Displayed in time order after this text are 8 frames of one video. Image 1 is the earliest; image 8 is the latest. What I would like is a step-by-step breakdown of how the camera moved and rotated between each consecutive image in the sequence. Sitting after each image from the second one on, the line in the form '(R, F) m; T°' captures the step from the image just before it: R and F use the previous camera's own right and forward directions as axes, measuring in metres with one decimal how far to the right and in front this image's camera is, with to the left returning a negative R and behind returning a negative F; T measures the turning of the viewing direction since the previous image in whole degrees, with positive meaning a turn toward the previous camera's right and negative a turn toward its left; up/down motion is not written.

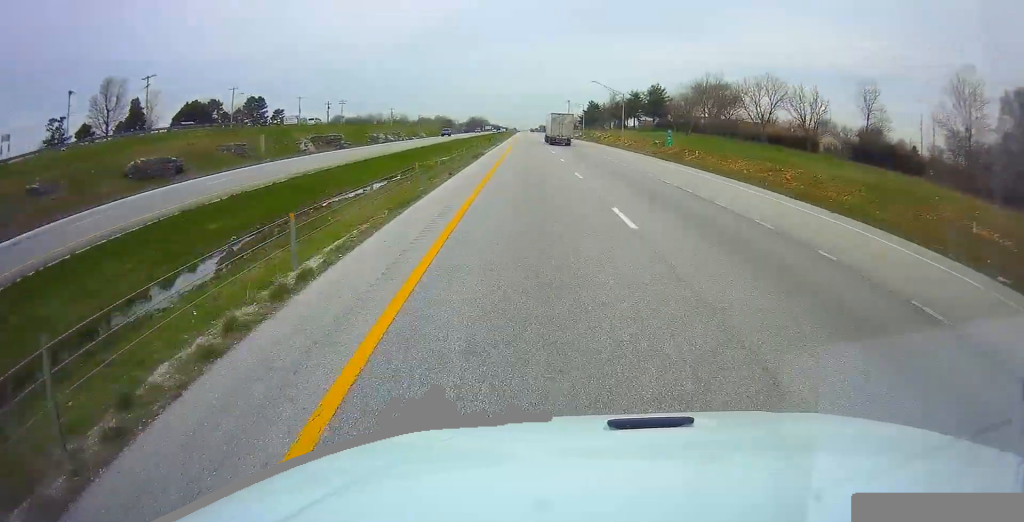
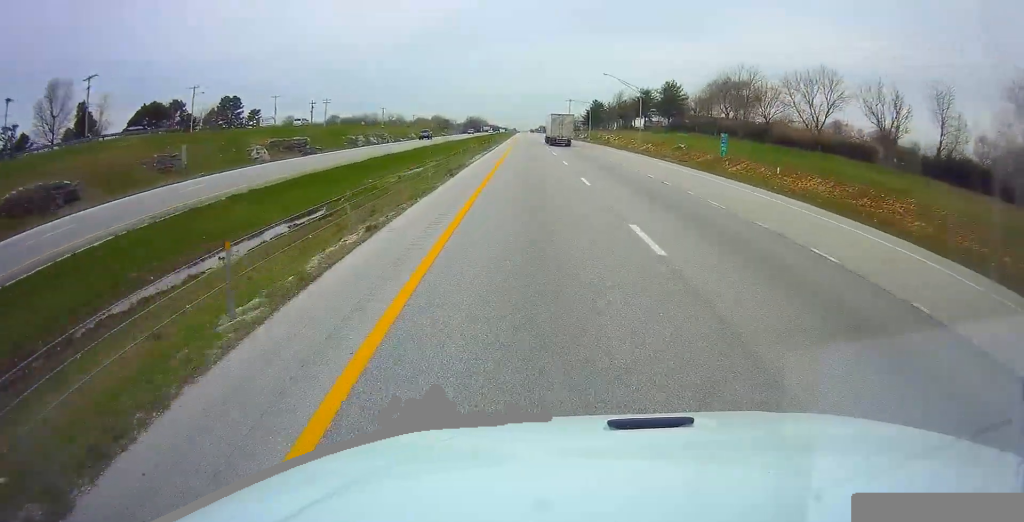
(0.0, +14.7) m; 0°
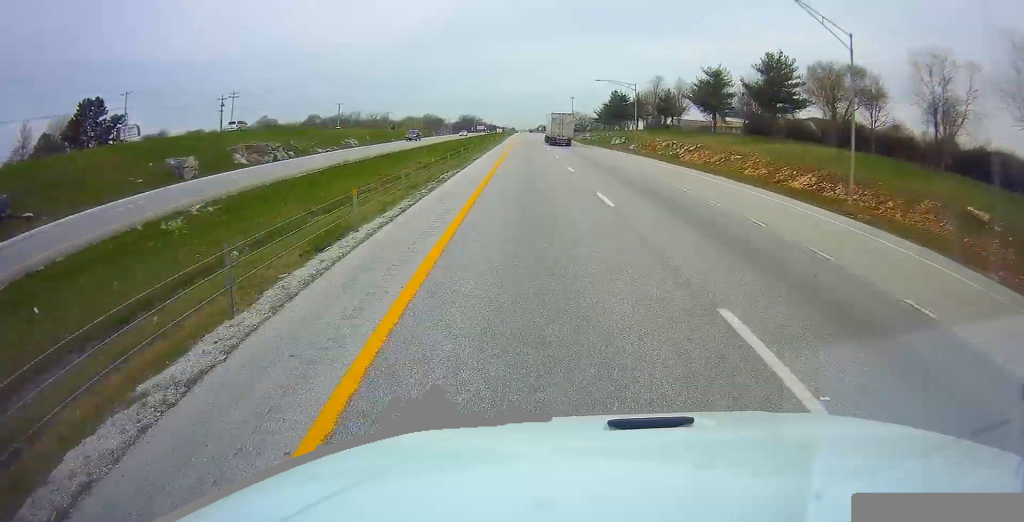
(+0.5, +54.7) m; 0°
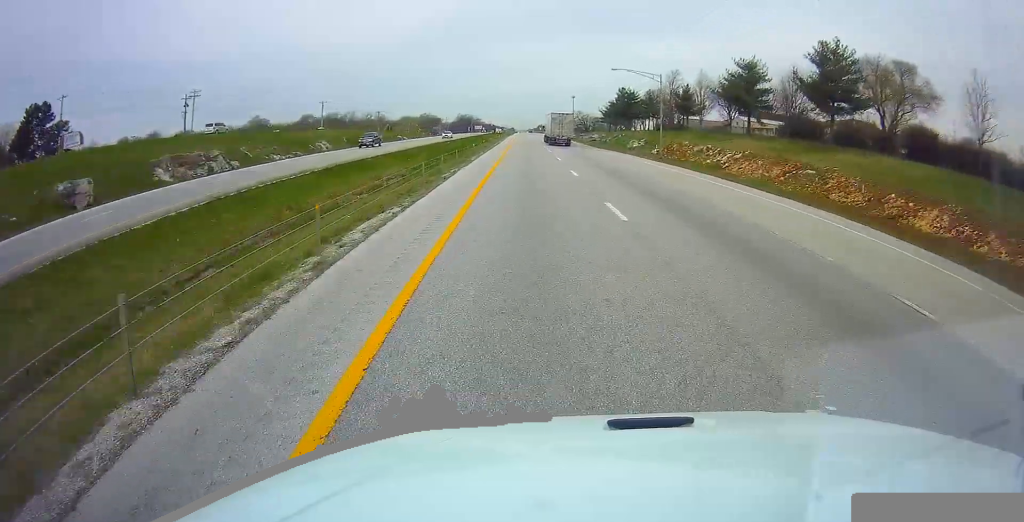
(-0.1, +14.6) m; 0°
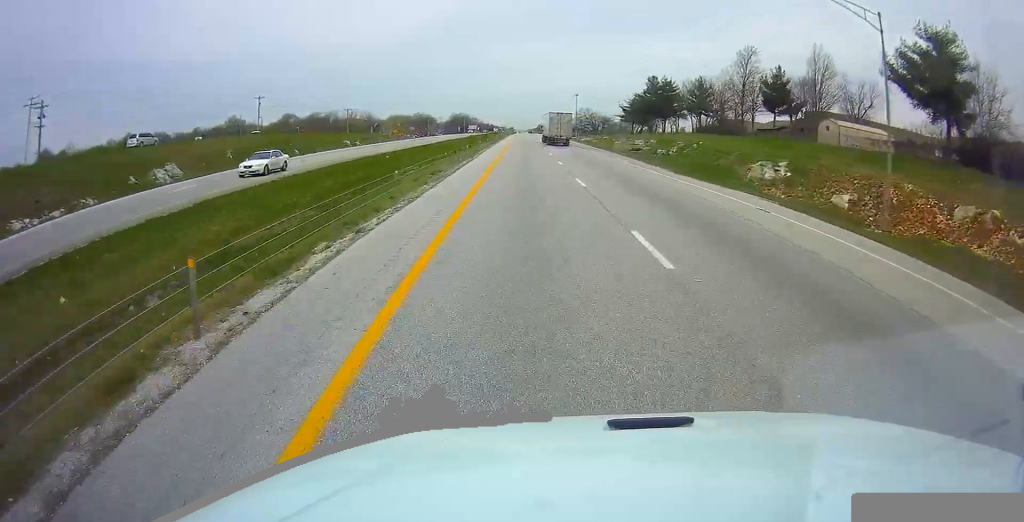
(-0.2, +40.9) m; 0°
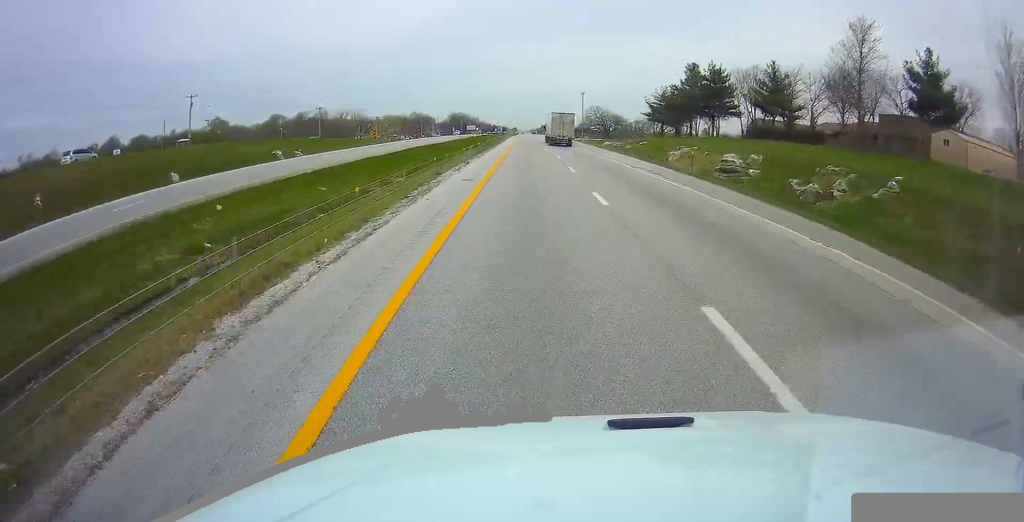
(0.0, +29.2) m; 0°
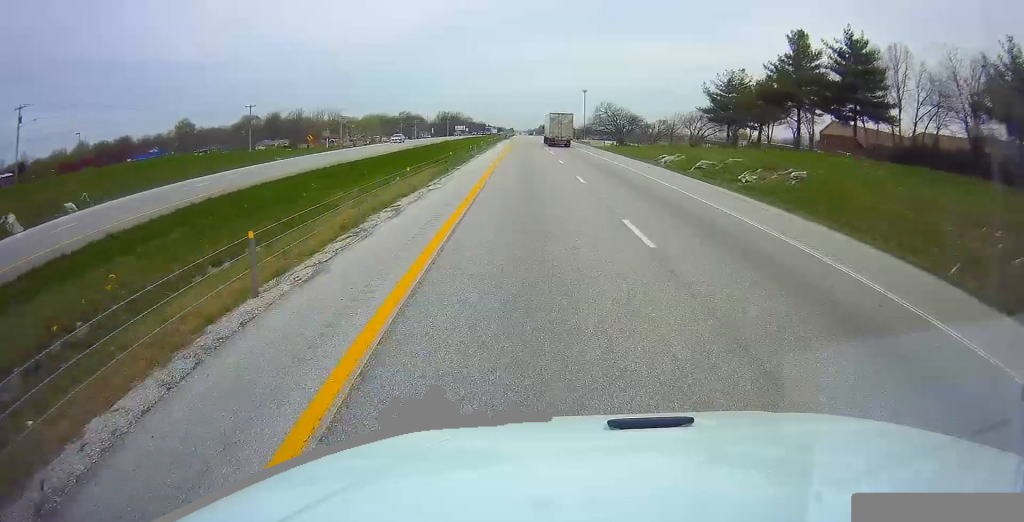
(+0.2, +41.6) m; 0°
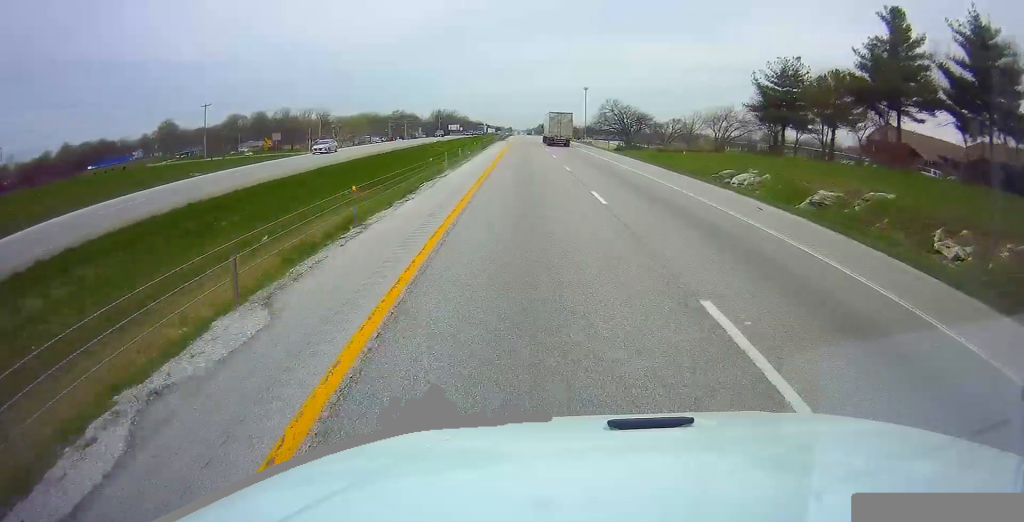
(-0.1, +18.2) m; 0°
